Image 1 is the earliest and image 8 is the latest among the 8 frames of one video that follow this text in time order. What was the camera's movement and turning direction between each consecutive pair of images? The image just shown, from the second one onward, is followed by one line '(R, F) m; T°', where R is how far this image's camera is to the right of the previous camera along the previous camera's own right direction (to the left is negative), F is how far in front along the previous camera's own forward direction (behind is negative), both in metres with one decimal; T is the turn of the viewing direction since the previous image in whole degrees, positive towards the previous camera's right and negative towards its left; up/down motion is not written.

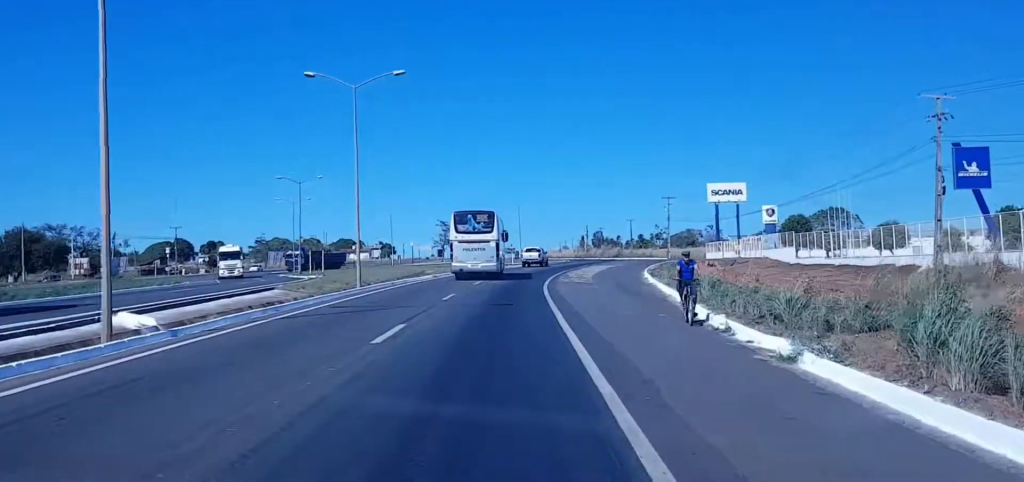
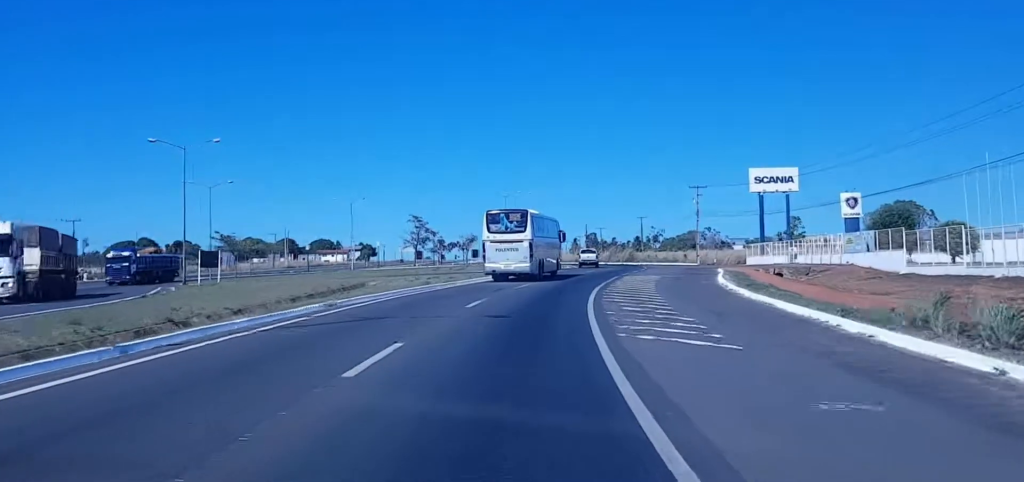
(+1.1, +35.2) m; +1°
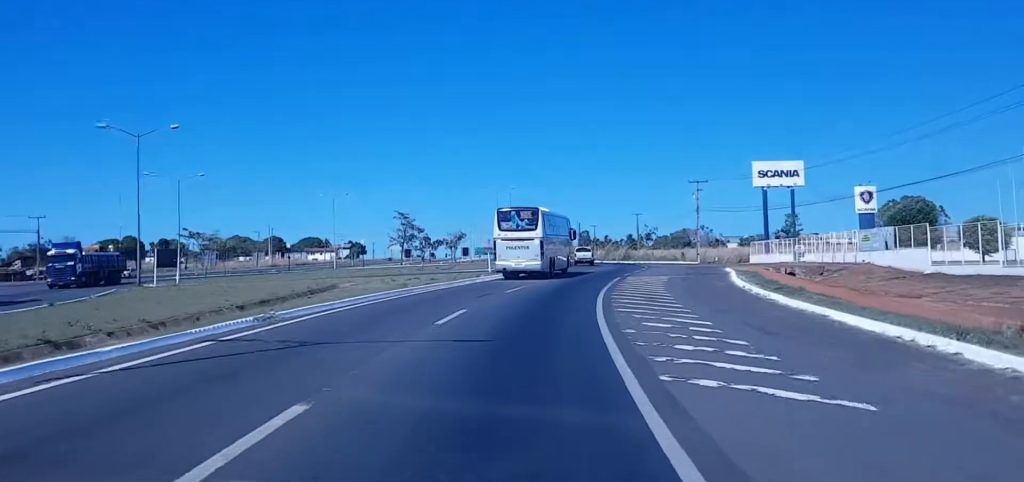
(0.0, +6.8) m; 0°
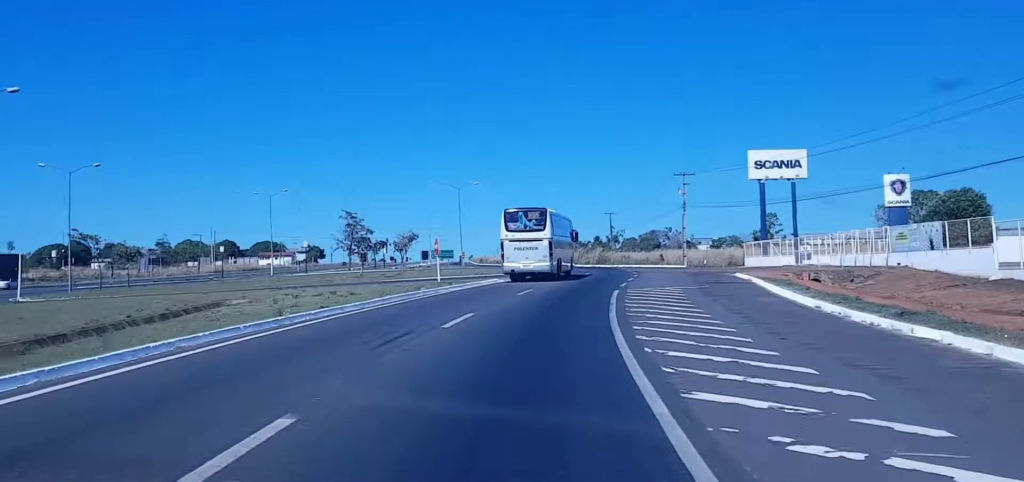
(0.0, +16.2) m; 0°
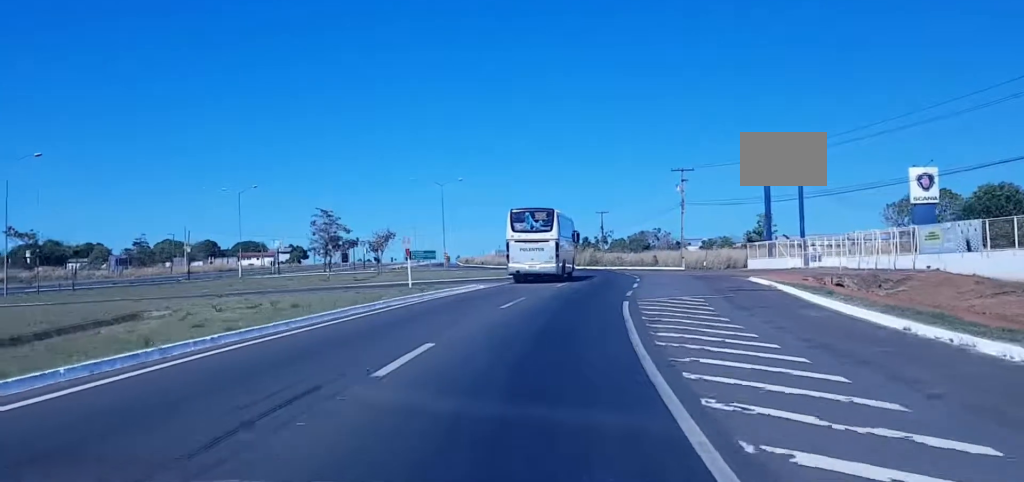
(0.0, +7.7) m; +1°
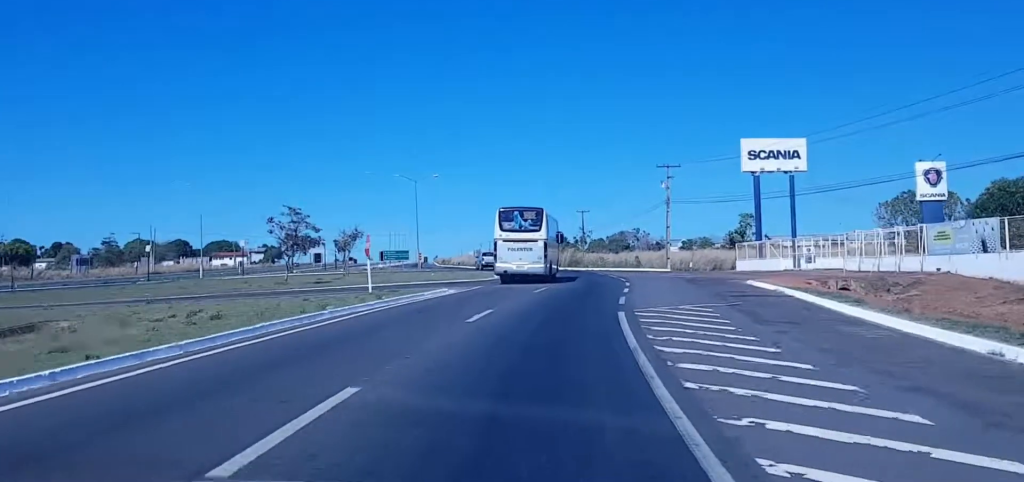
(-0.1, +5.3) m; +1°
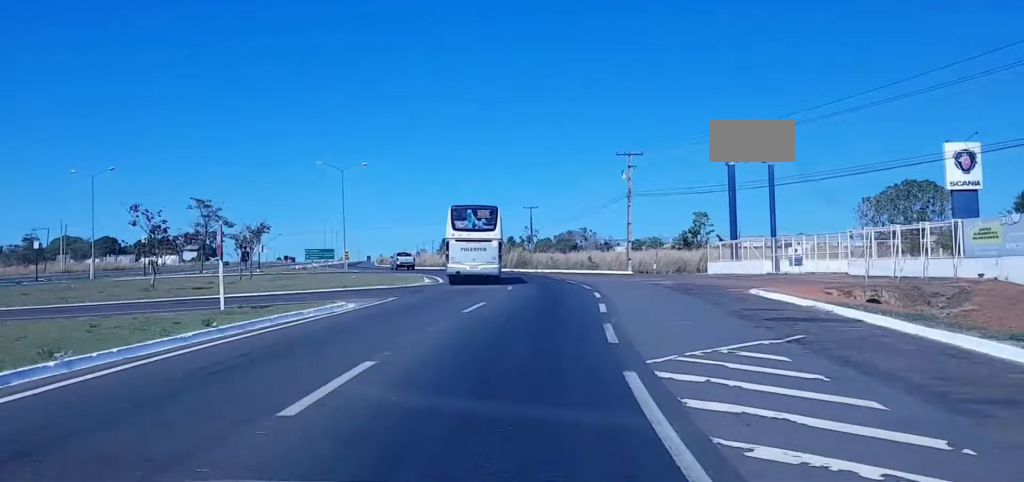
(+0.6, +12.3) m; +3°
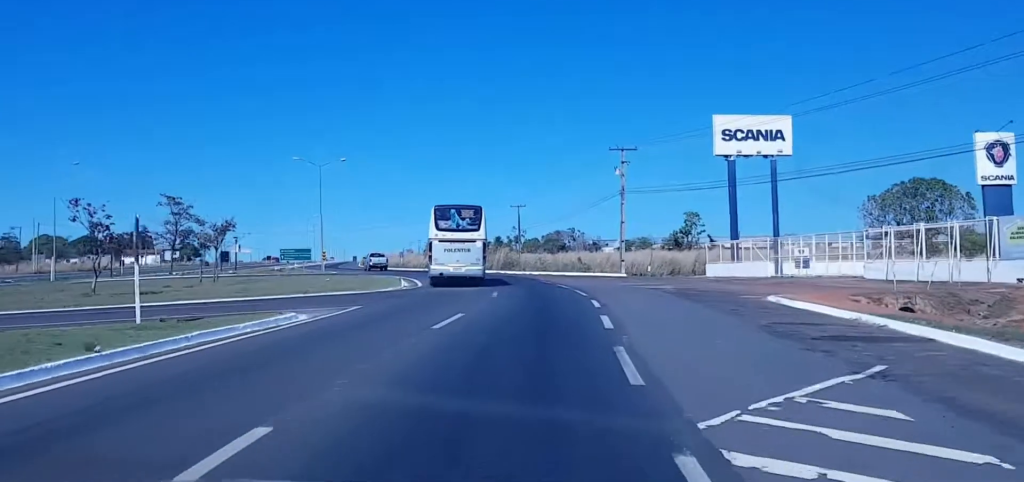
(0.0, +4.7) m; +1°
